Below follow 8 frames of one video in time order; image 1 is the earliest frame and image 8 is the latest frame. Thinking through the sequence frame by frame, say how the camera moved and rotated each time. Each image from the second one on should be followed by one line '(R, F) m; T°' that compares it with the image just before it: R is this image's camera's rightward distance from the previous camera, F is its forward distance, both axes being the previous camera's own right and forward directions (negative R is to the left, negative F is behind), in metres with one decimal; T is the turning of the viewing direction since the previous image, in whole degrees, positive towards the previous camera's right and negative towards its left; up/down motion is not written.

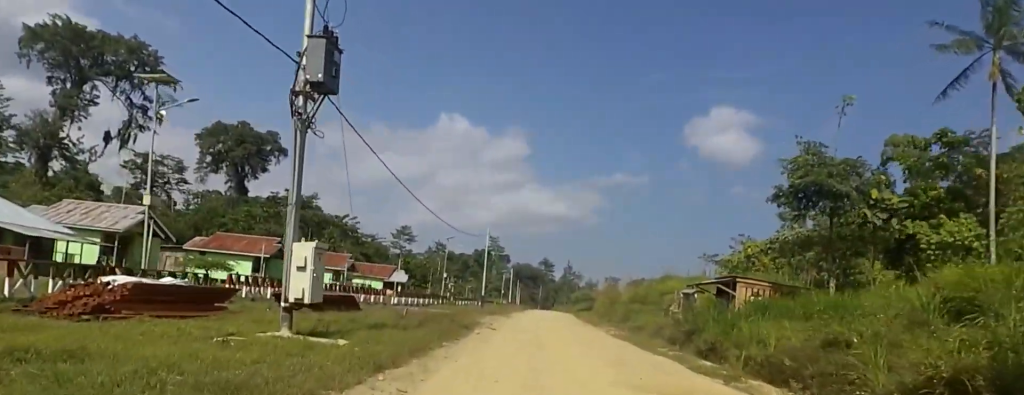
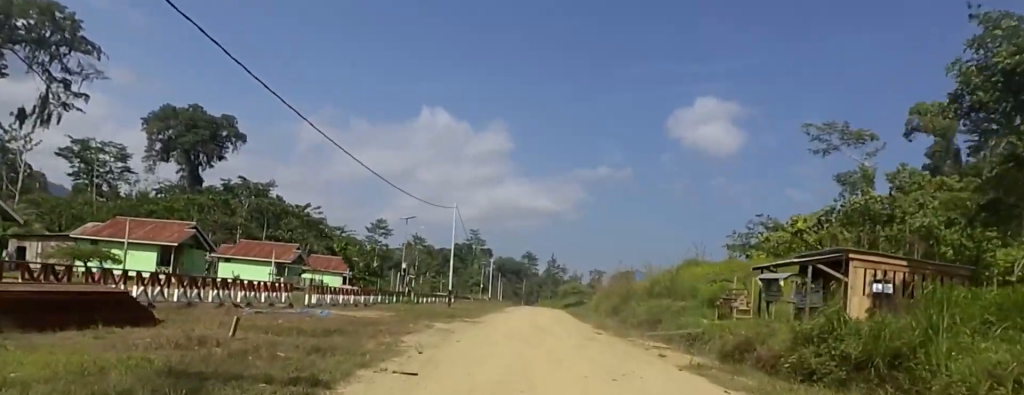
(+0.3, +14.2) m; +1°
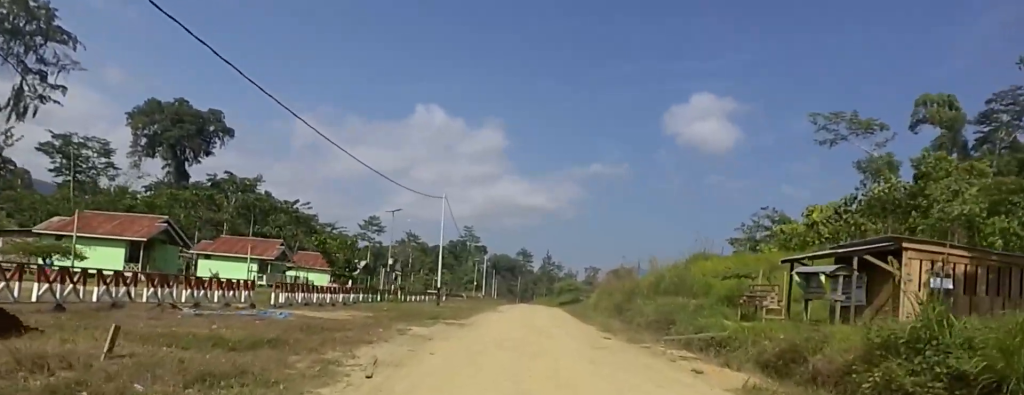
(0.0, +3.1) m; 0°
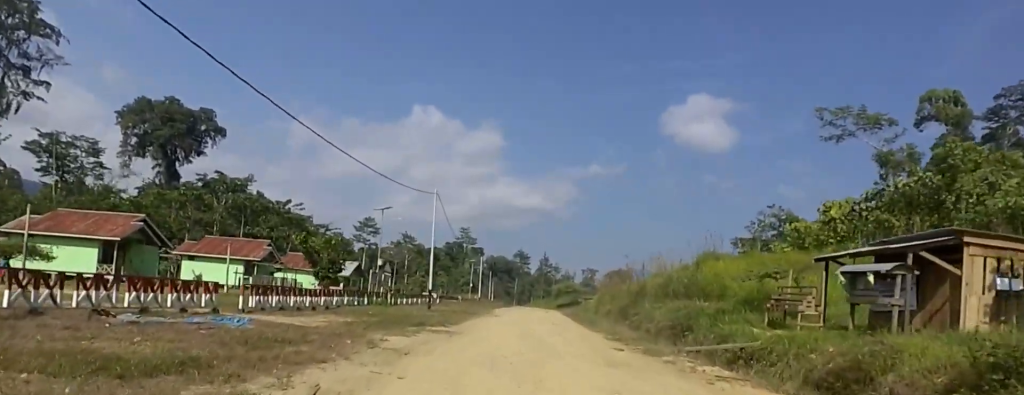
(0.0, +2.5) m; 0°
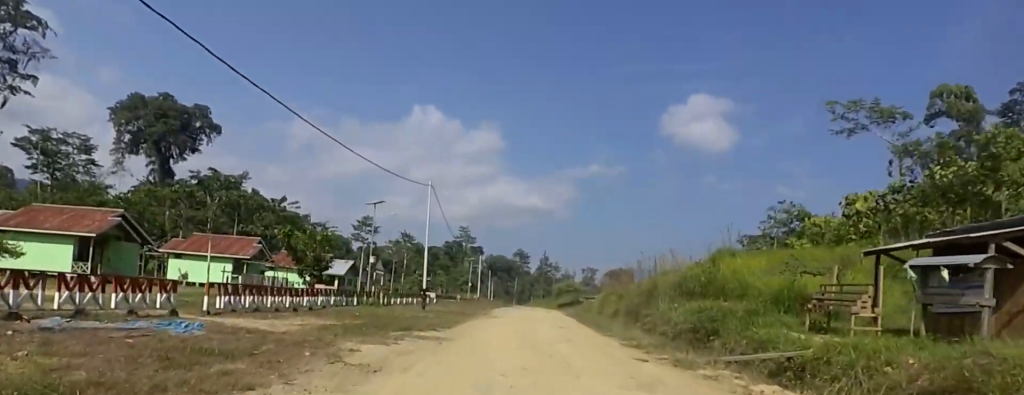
(0.0, +2.4) m; 0°
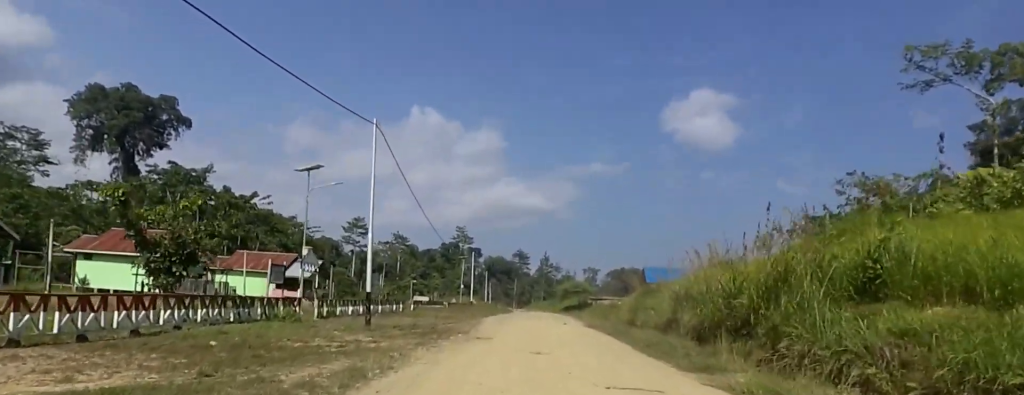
(0.0, +12.7) m; 0°
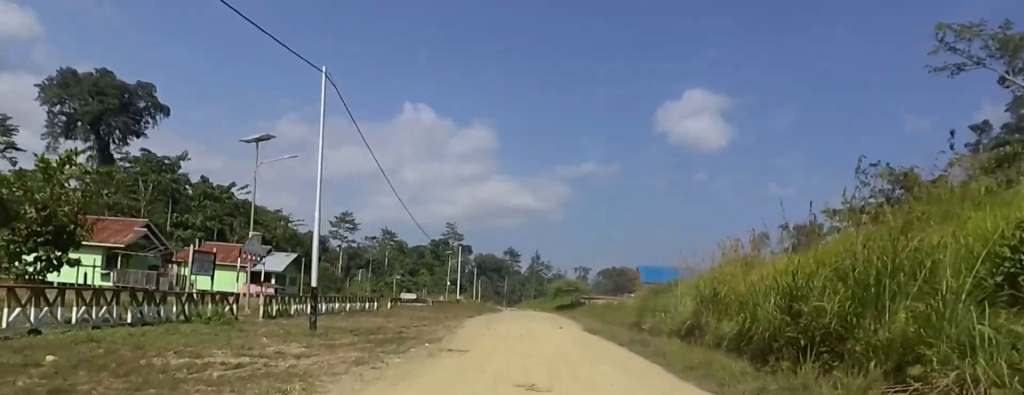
(0.0, +4.7) m; 0°
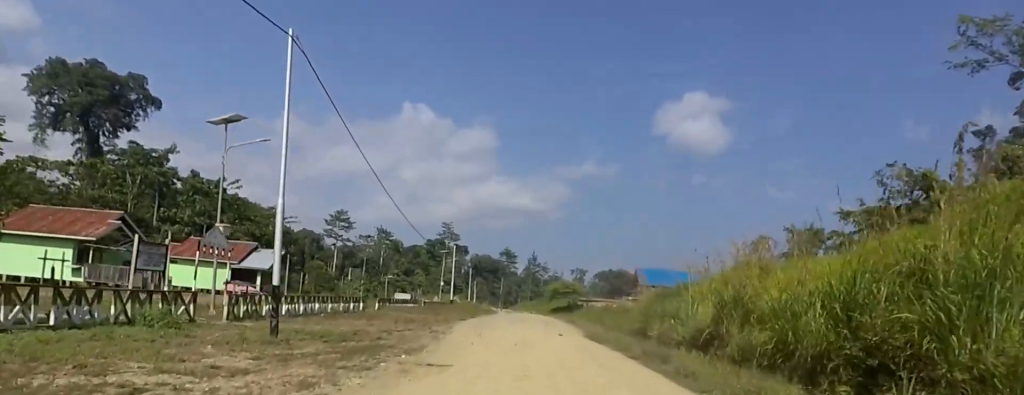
(0.0, +2.5) m; 0°
